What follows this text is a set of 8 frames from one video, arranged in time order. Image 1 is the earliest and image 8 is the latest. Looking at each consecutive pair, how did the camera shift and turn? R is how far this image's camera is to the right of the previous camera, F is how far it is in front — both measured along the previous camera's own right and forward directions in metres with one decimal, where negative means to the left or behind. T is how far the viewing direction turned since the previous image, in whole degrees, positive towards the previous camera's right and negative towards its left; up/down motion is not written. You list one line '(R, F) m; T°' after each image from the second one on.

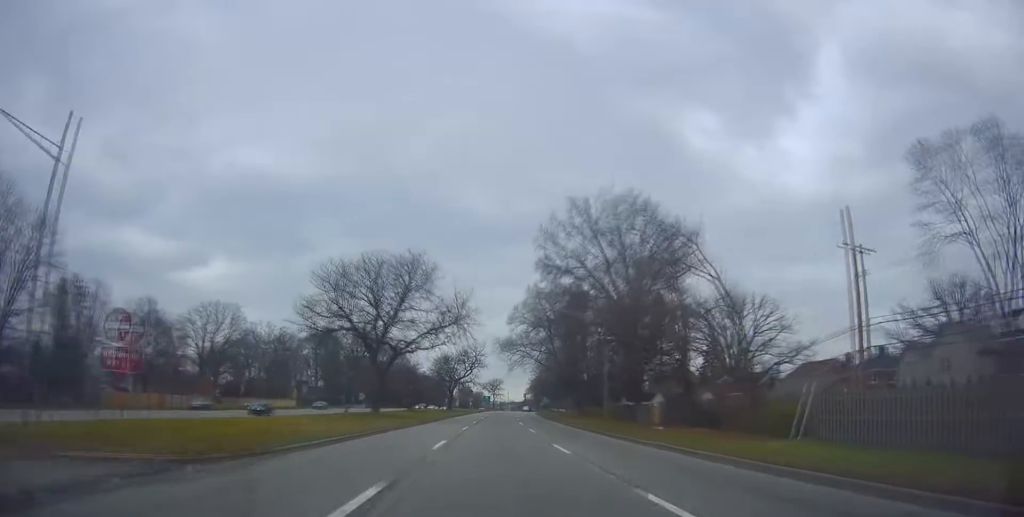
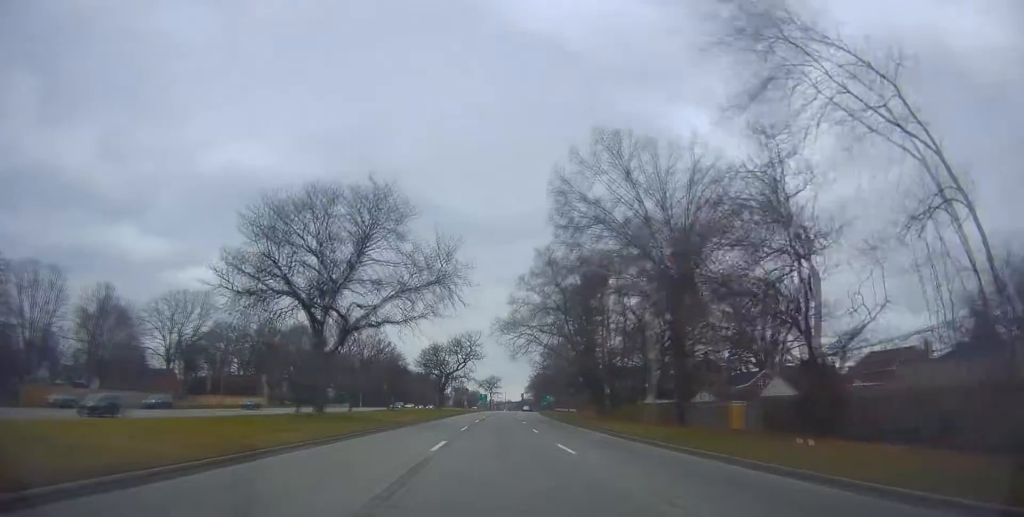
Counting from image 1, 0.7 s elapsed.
(0.0, +16.6) m; 0°
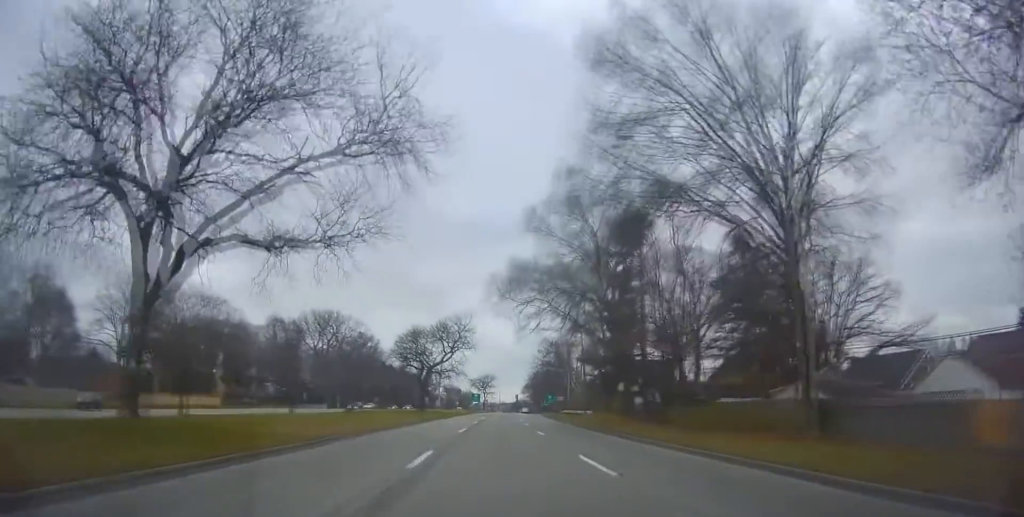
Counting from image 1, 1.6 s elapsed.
(0.0, +19.7) m; 0°
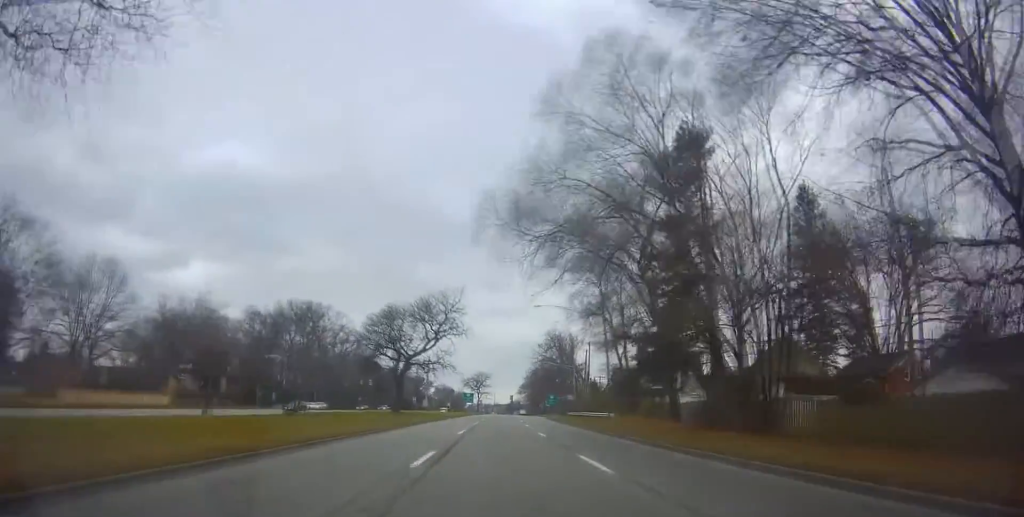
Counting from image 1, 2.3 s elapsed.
(0.0, +15.9) m; 0°
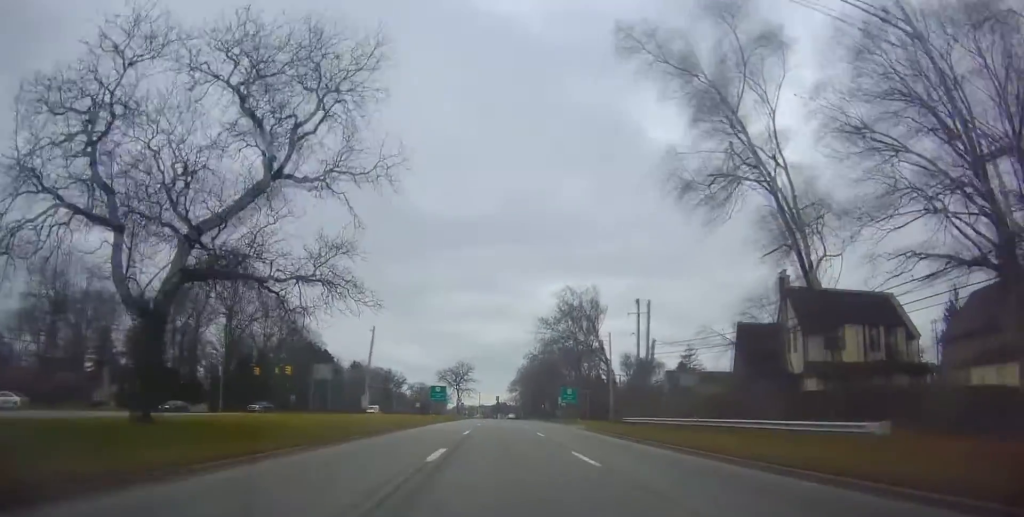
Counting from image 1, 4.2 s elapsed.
(+0.4, +43.9) m; +2°
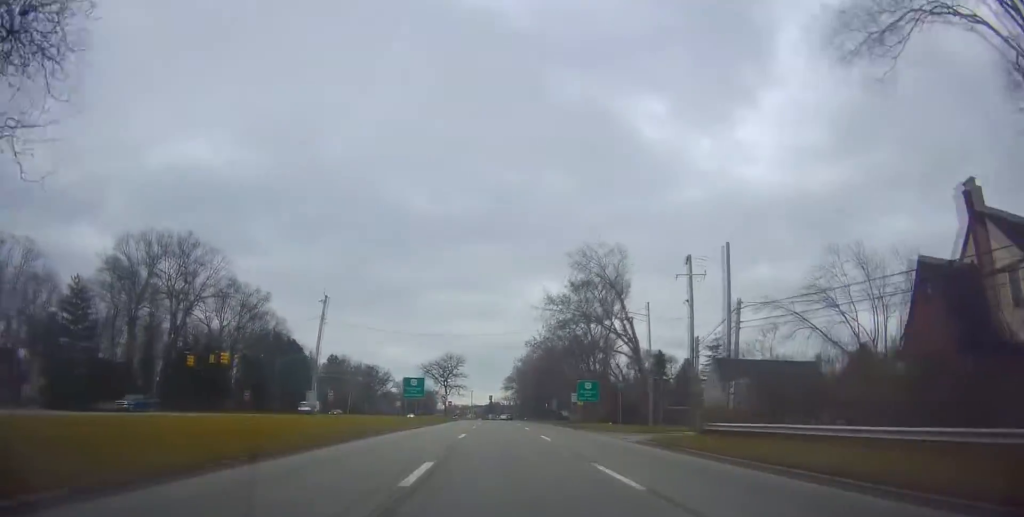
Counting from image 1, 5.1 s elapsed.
(+0.5, +19.0) m; +1°
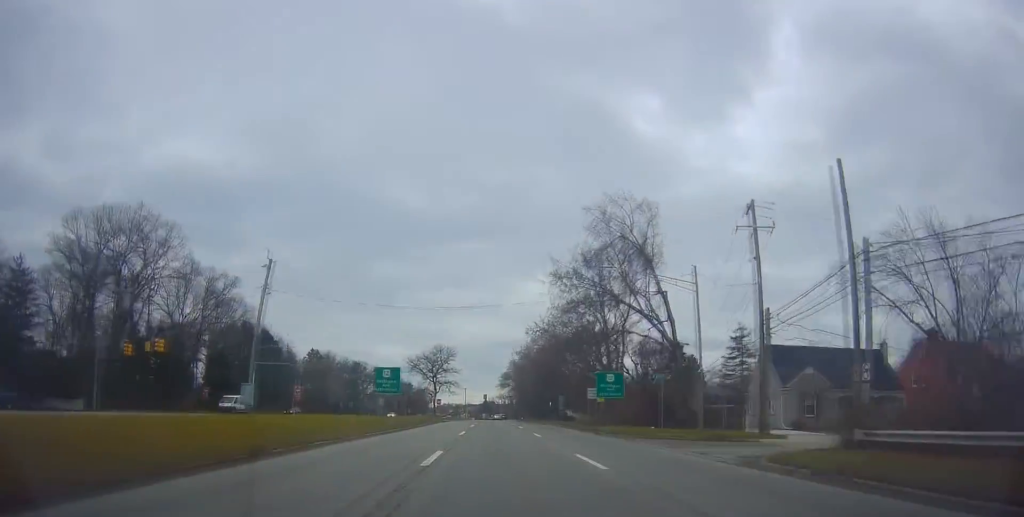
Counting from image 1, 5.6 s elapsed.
(-0.2, +12.8) m; 0°
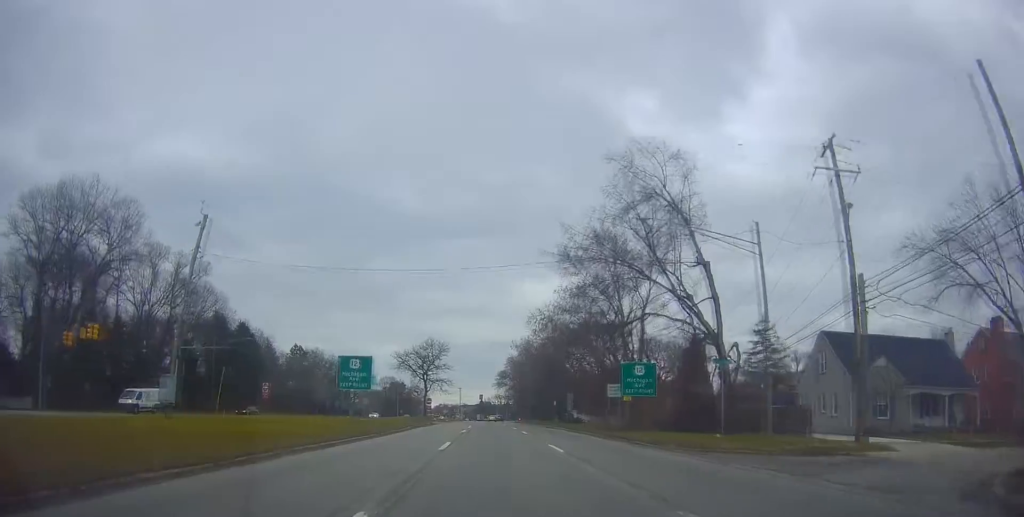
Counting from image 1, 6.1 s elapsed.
(-0.1, +9.8) m; 0°
